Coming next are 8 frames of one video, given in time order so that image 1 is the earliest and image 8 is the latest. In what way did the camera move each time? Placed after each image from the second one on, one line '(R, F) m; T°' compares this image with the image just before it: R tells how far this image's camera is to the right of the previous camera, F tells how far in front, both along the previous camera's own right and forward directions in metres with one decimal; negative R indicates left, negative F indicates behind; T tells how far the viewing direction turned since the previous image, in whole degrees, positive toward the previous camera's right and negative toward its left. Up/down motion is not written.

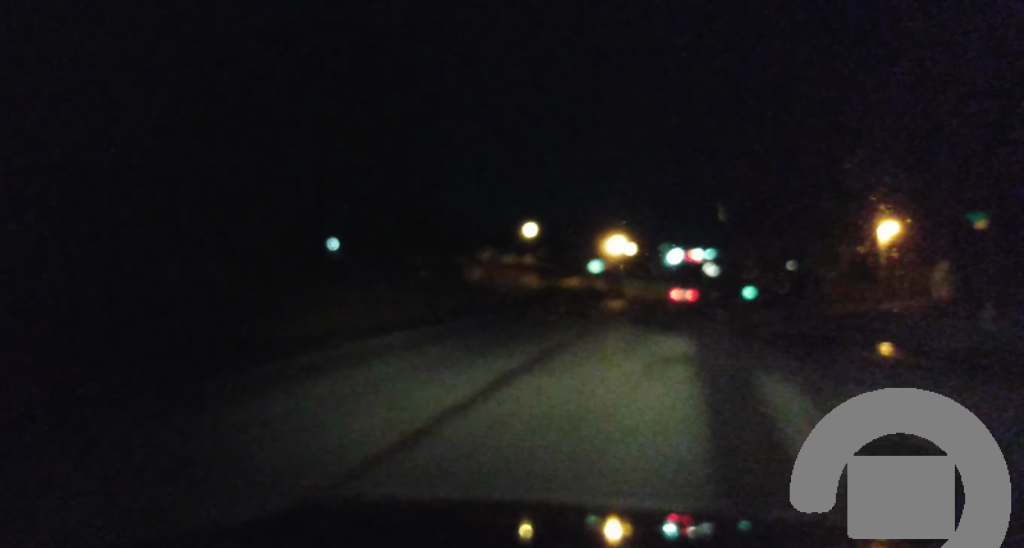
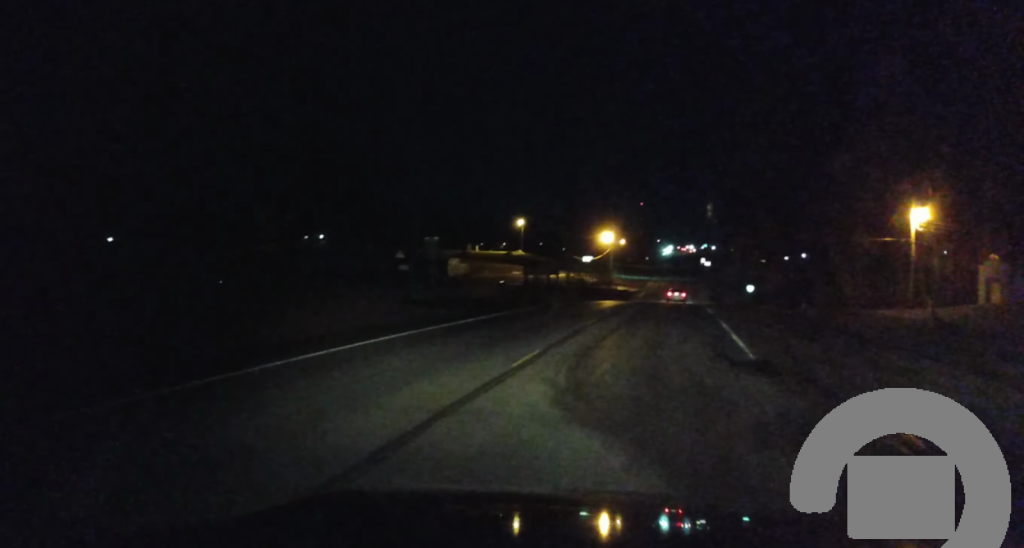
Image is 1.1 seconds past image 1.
(+0.2, +16.2) m; +2°
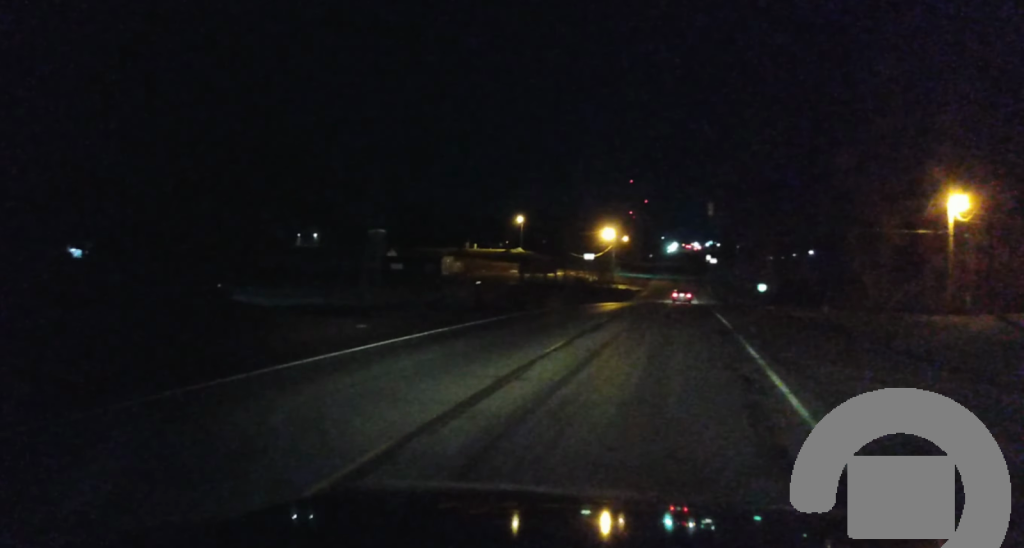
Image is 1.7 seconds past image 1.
(+0.4, +9.4) m; -1°
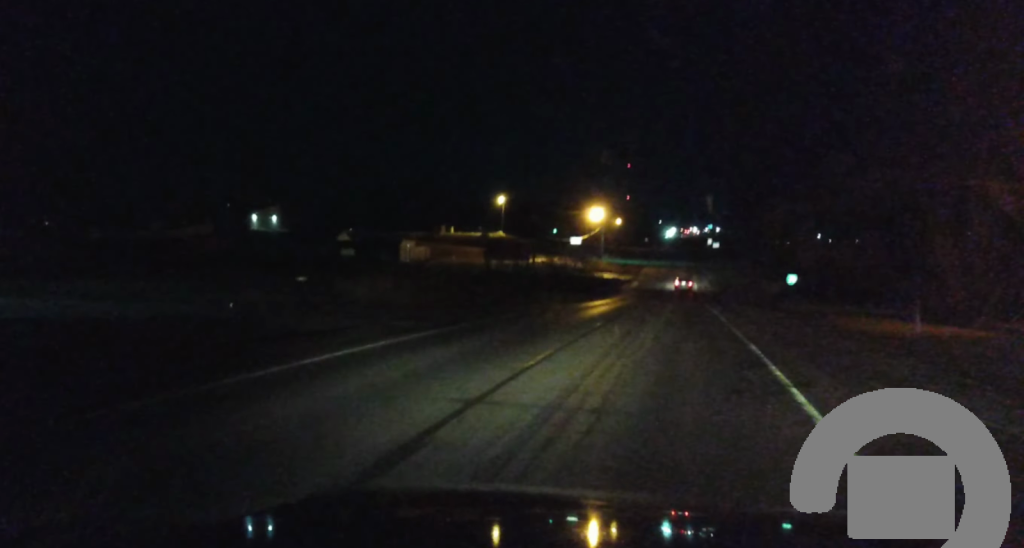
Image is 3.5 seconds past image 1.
(-0.2, +26.9) m; 0°
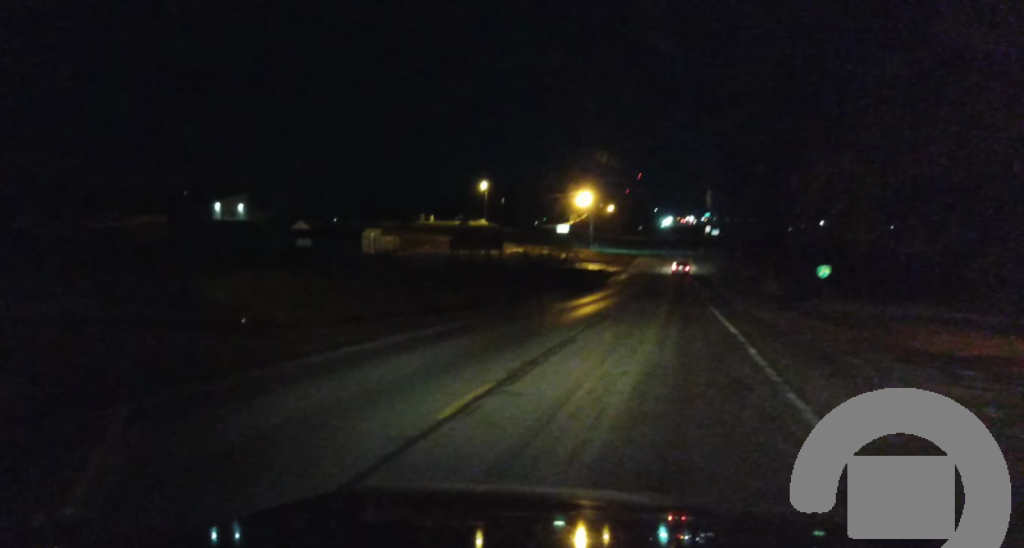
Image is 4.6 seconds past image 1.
(-0.3, +17.2) m; -1°
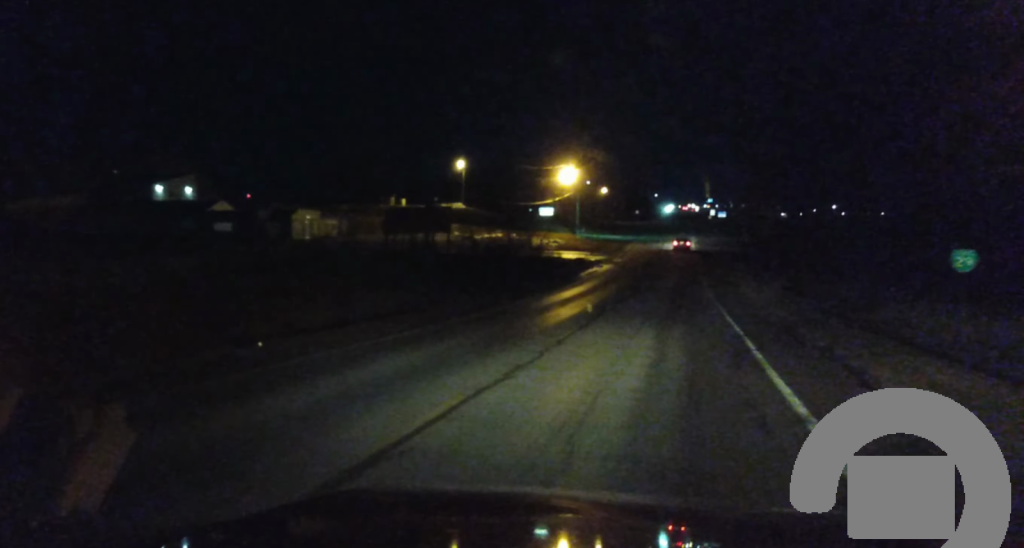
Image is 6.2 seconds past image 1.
(+0.4, +25.0) m; +1°
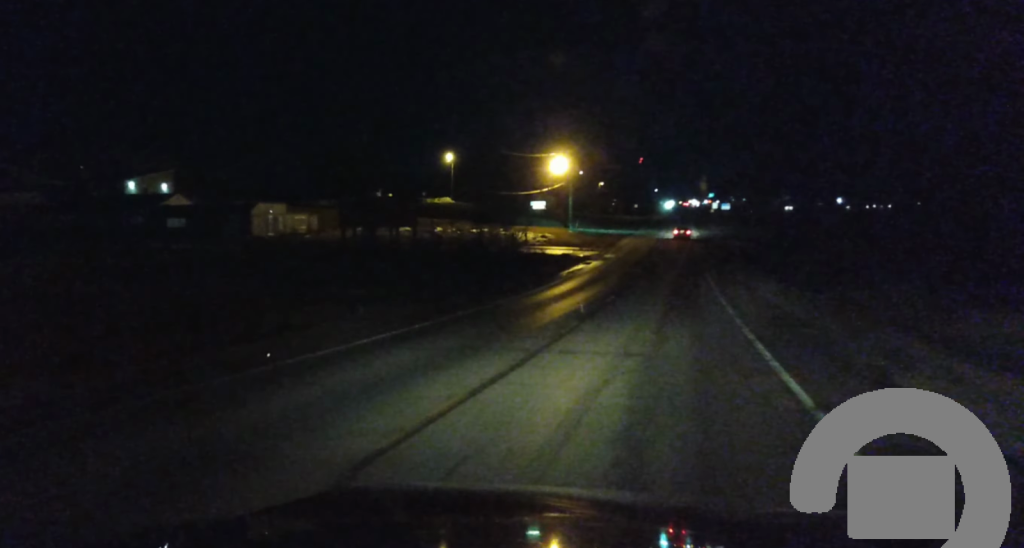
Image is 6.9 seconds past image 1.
(+0.1, +12.0) m; 0°
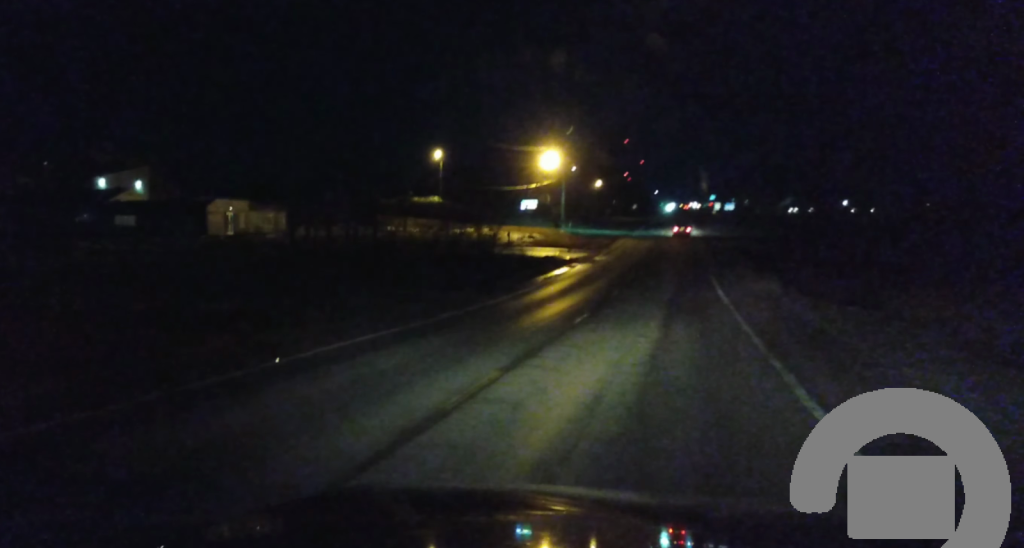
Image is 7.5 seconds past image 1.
(-0.2, +10.5) m; -1°
